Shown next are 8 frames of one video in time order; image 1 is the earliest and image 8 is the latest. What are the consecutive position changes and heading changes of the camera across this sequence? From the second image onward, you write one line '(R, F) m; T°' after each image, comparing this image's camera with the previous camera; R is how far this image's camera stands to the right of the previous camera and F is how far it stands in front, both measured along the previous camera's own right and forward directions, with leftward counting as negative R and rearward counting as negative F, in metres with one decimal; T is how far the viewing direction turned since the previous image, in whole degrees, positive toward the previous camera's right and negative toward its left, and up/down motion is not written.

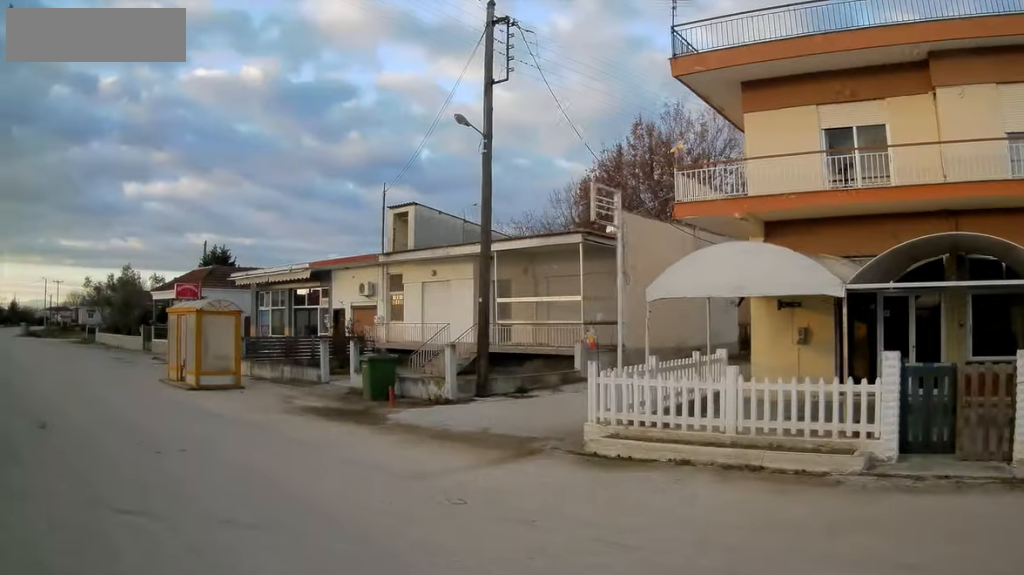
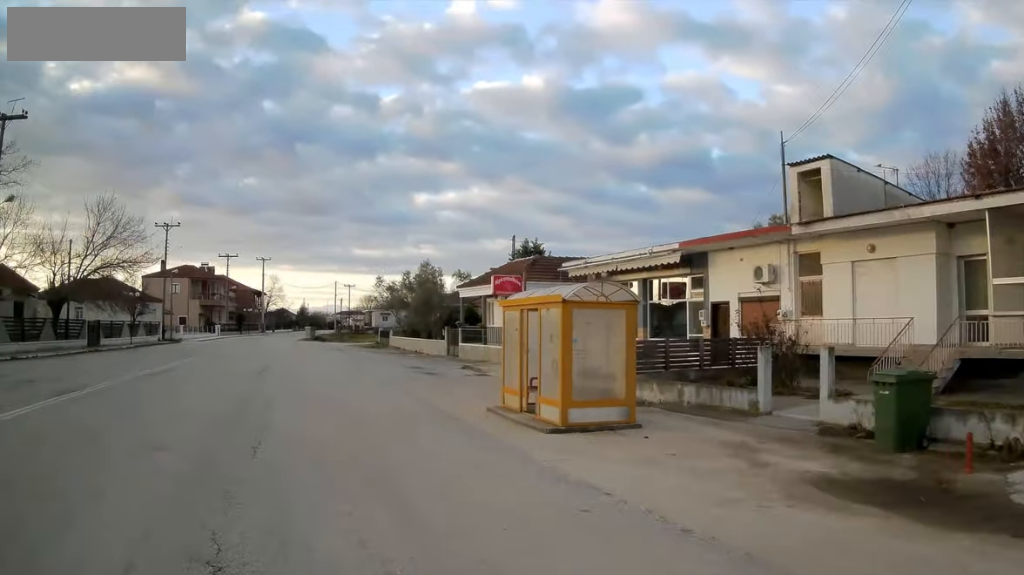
(-1.5, +6.0) m; -31°
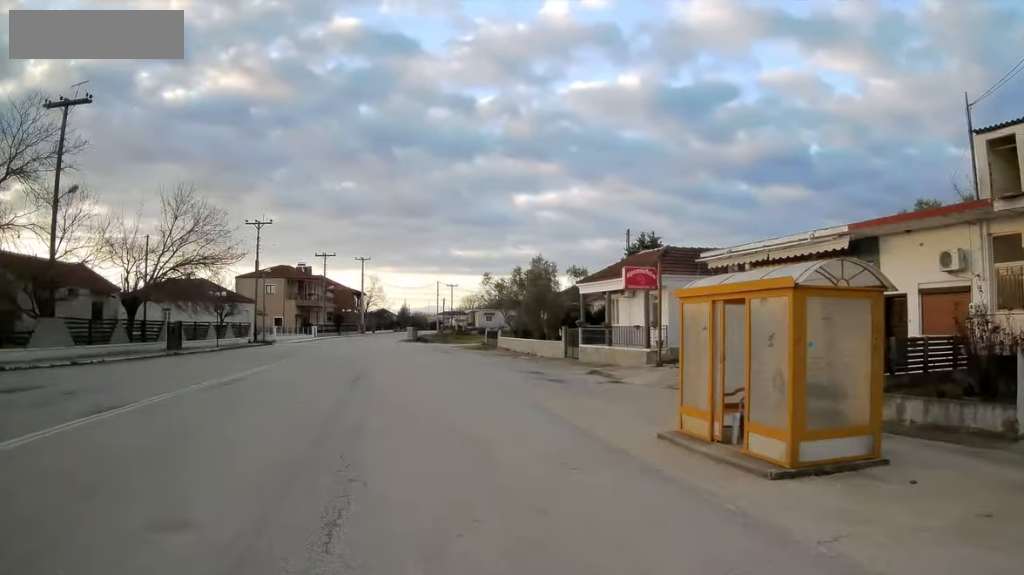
(-0.3, +2.9) m; -12°
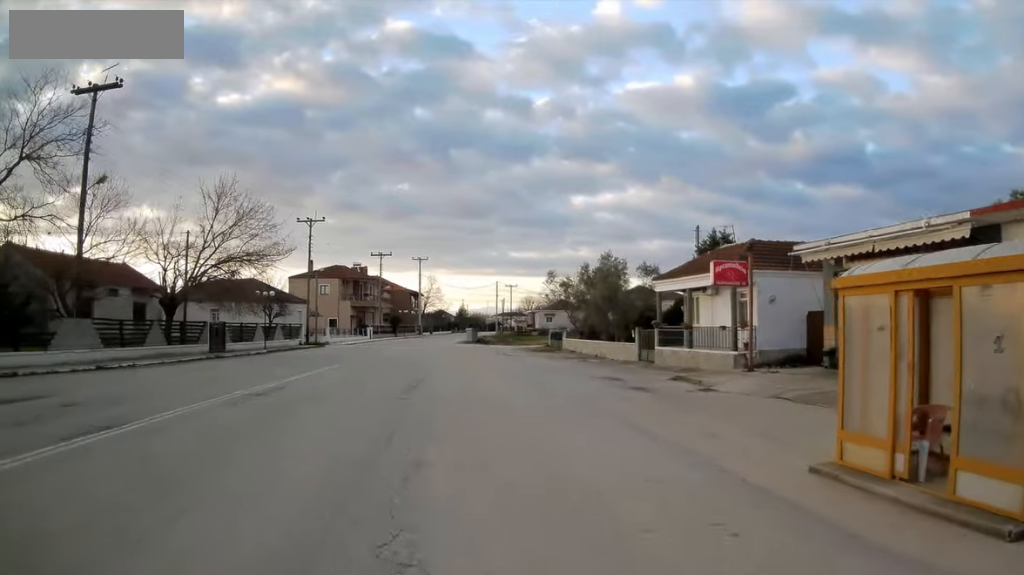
(-0.3, +2.1) m; -1°
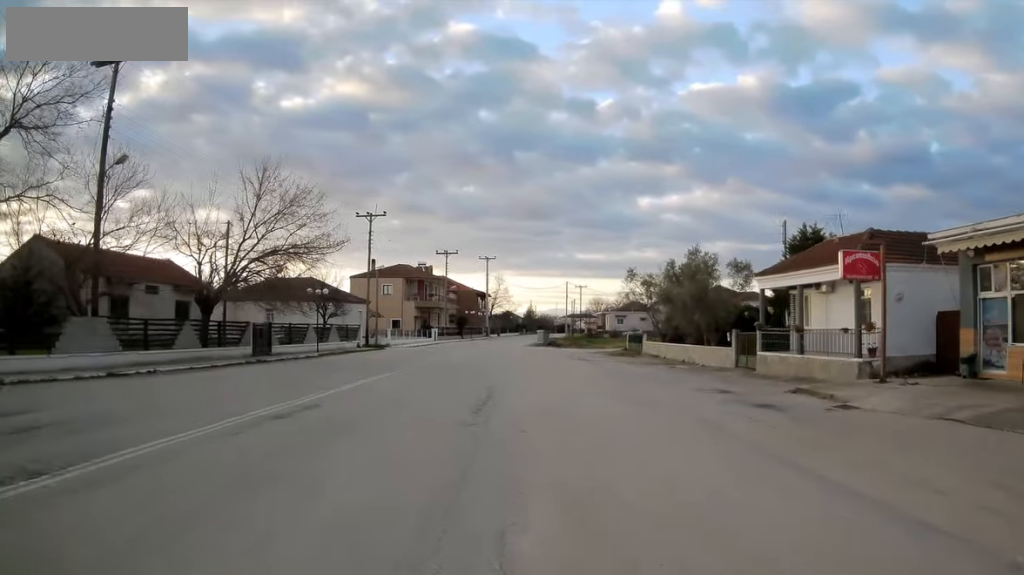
(0.0, +3.1) m; +1°
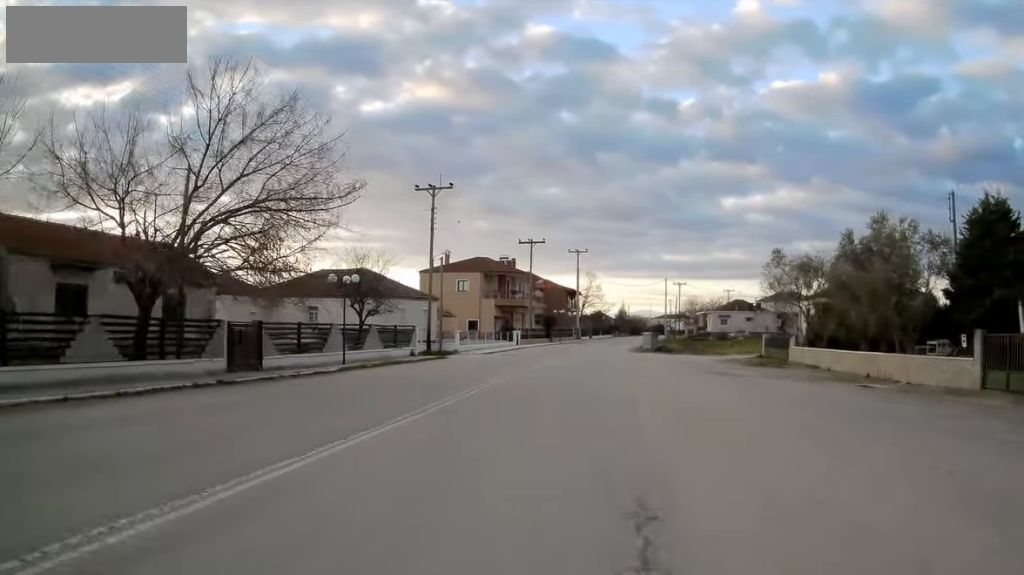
(-0.2, +9.4) m; -7°
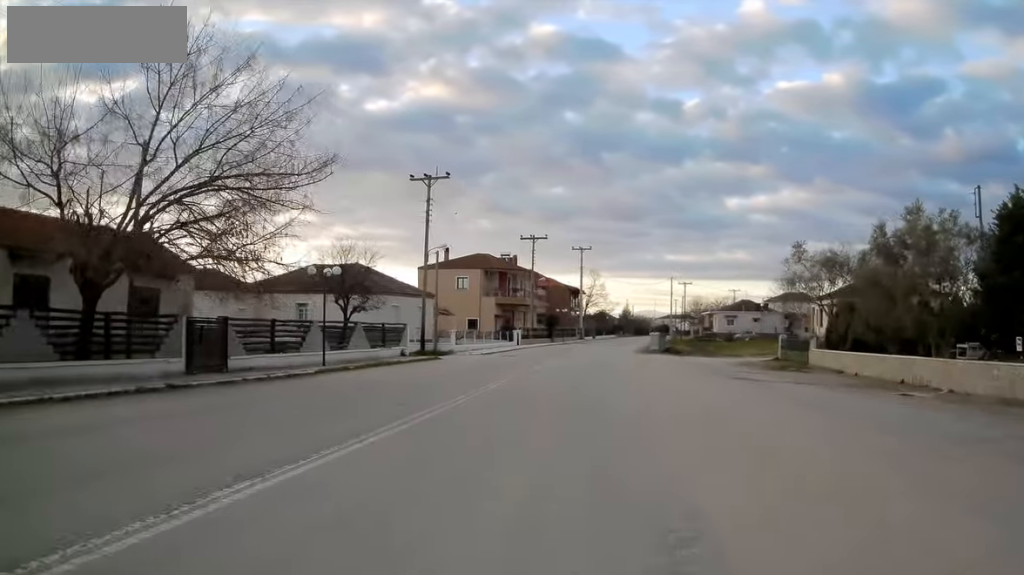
(-0.1, +1.9) m; -1°
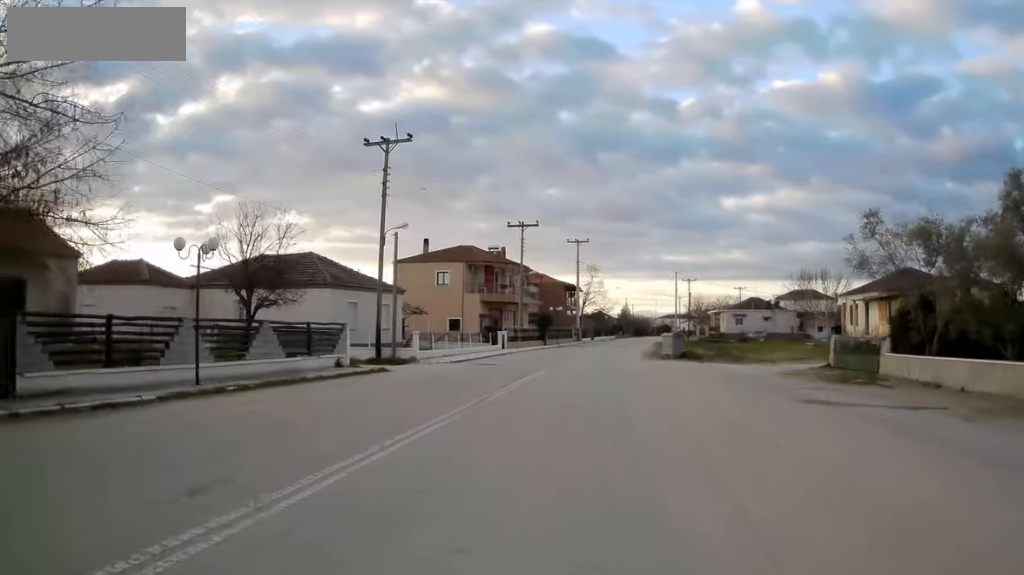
(+0.1, +6.1) m; +1°
